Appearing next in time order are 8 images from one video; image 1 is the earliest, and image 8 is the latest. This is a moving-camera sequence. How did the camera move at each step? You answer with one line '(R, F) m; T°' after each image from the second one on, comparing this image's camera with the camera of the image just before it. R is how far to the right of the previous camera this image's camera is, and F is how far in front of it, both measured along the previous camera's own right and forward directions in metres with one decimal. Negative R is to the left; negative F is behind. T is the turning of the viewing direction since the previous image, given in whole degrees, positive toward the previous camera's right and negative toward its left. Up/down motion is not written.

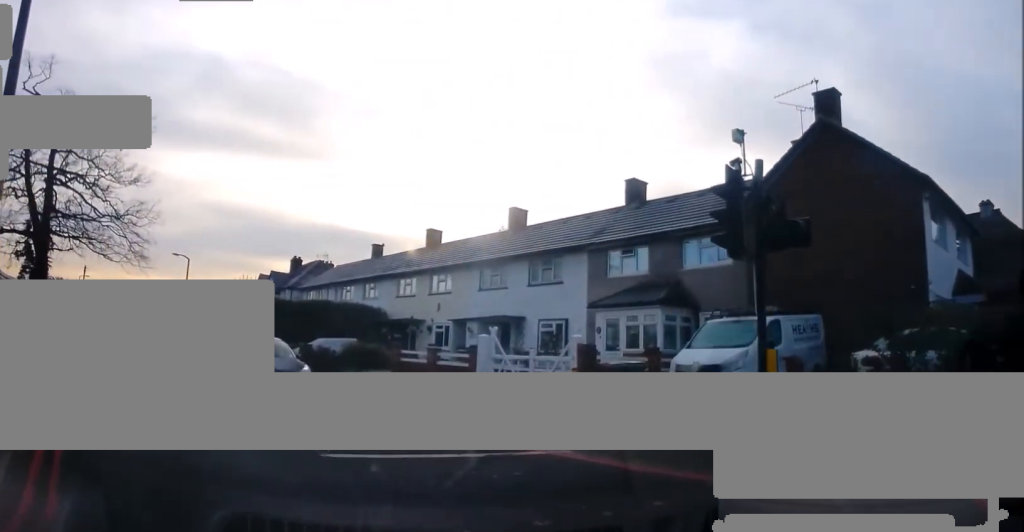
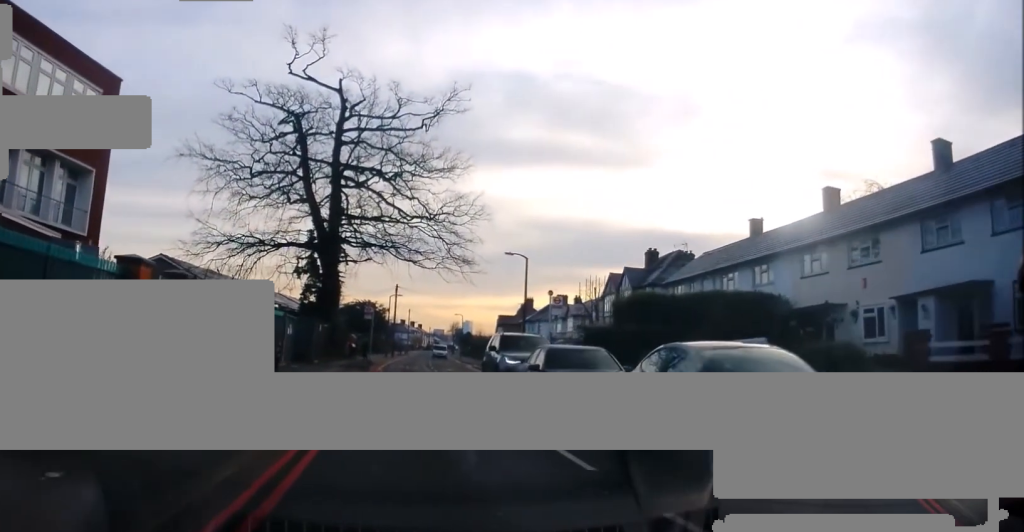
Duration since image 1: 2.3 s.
(-2.2, +8.3) m; -16°
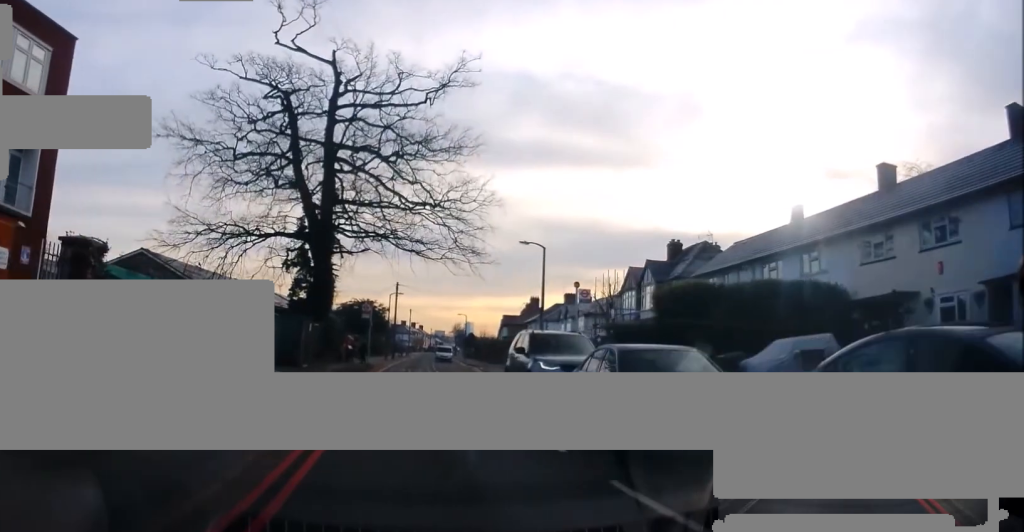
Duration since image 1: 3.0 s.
(-0.1, +3.7) m; +1°
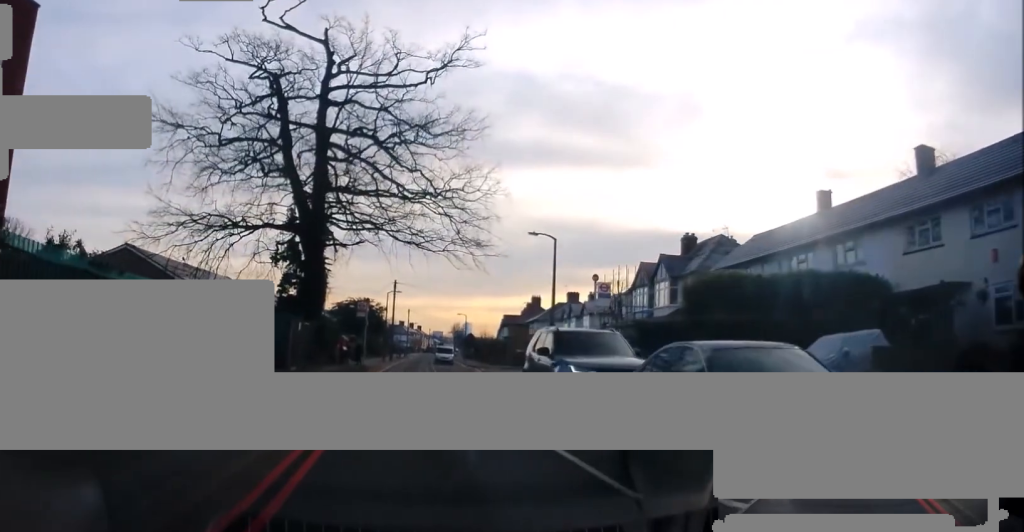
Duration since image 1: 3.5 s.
(-0.1, +2.3) m; +1°
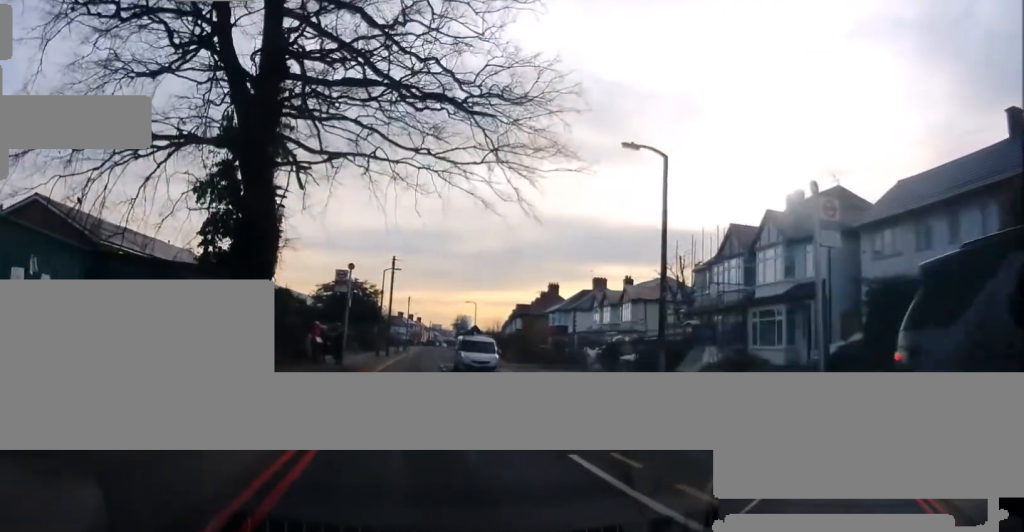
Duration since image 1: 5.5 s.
(-0.3, +11.7) m; -1°
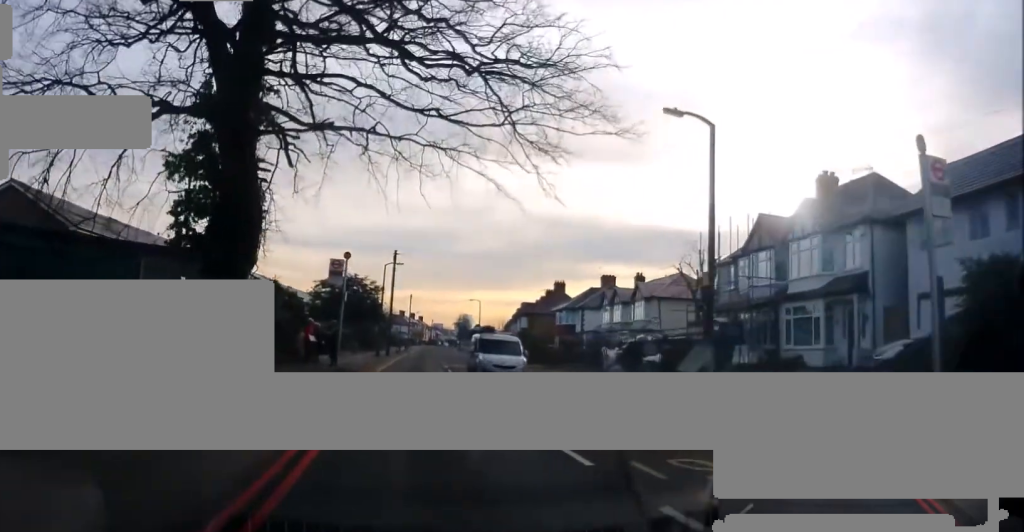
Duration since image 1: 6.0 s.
(+0.3, +2.9) m; +1°
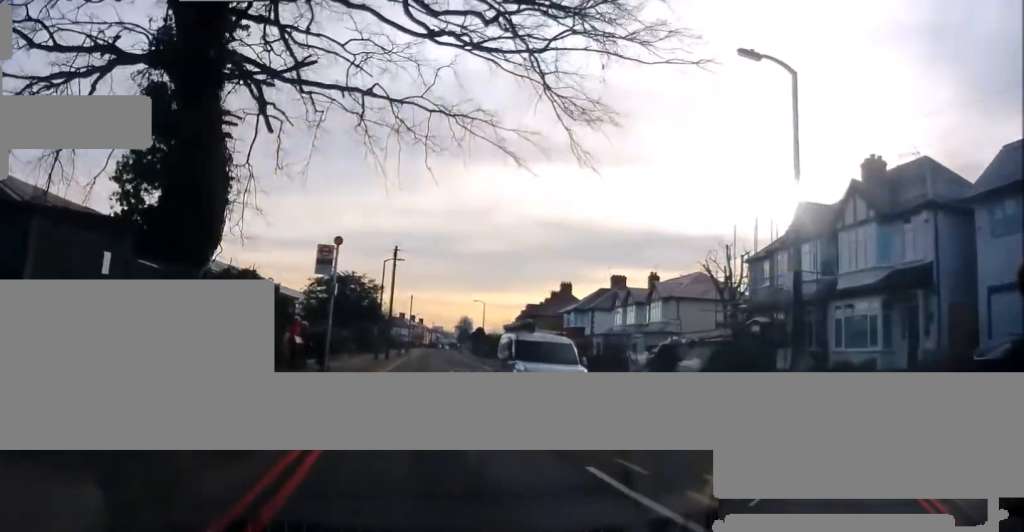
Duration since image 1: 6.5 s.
(+0.2, +3.5) m; +1°
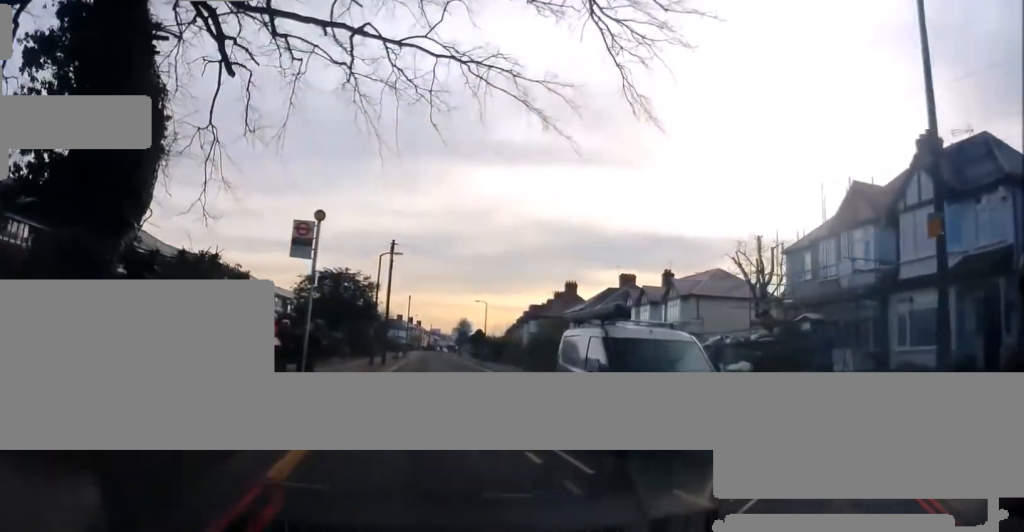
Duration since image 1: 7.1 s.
(-0.2, +3.7) m; -2°
